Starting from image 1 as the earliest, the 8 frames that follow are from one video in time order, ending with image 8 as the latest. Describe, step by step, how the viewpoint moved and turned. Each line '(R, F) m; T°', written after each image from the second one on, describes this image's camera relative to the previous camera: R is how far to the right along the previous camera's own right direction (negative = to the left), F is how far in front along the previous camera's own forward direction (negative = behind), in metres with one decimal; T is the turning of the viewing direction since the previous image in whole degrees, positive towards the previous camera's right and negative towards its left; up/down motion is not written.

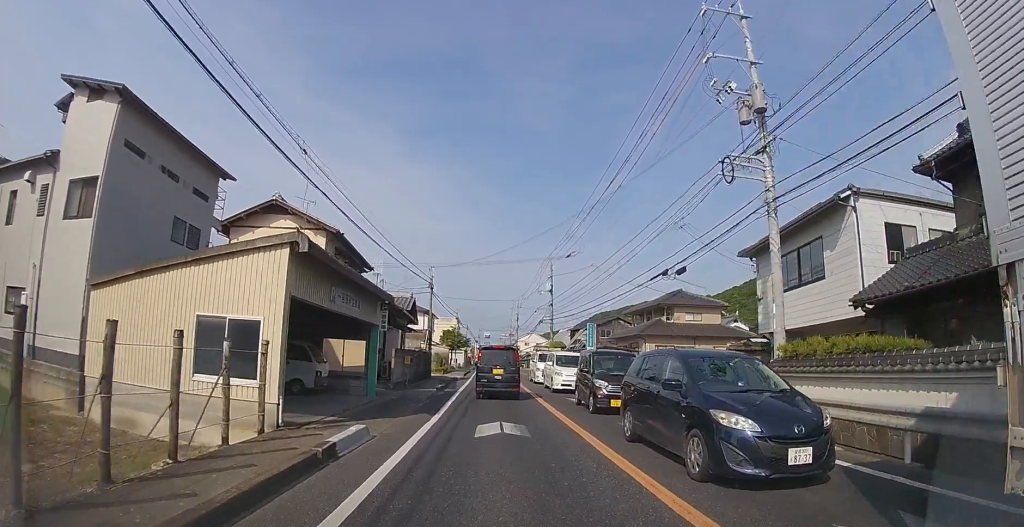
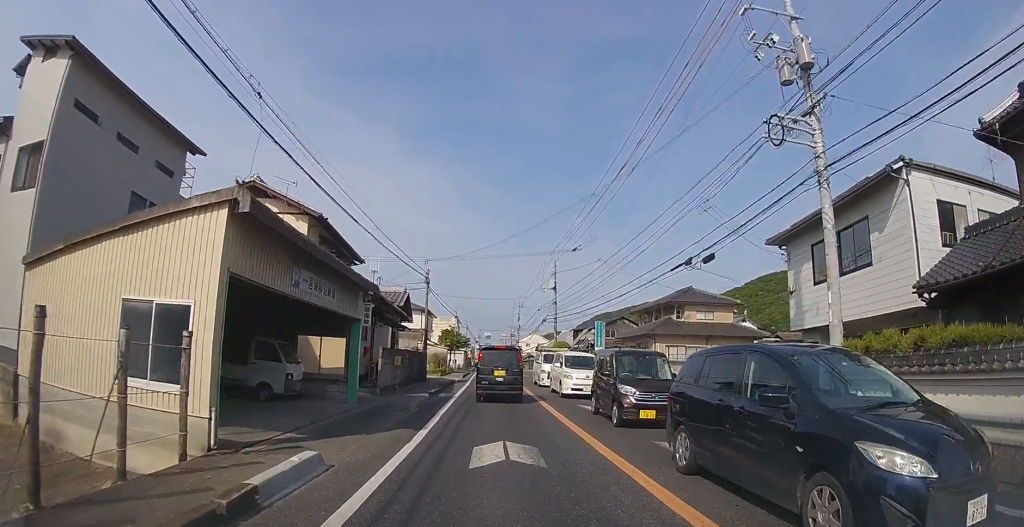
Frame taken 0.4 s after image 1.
(0.0, +2.0) m; -1°
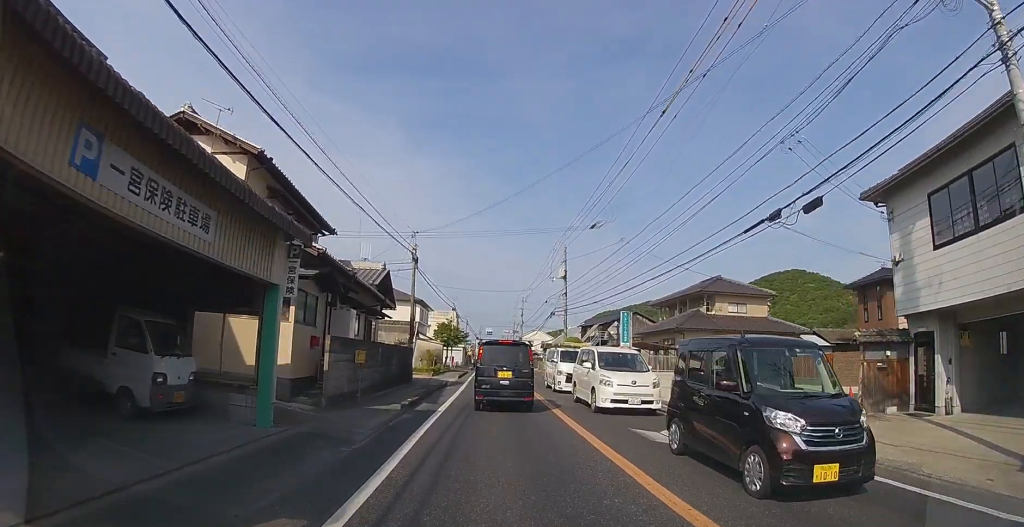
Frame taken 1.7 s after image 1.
(-0.1, +5.0) m; 0°
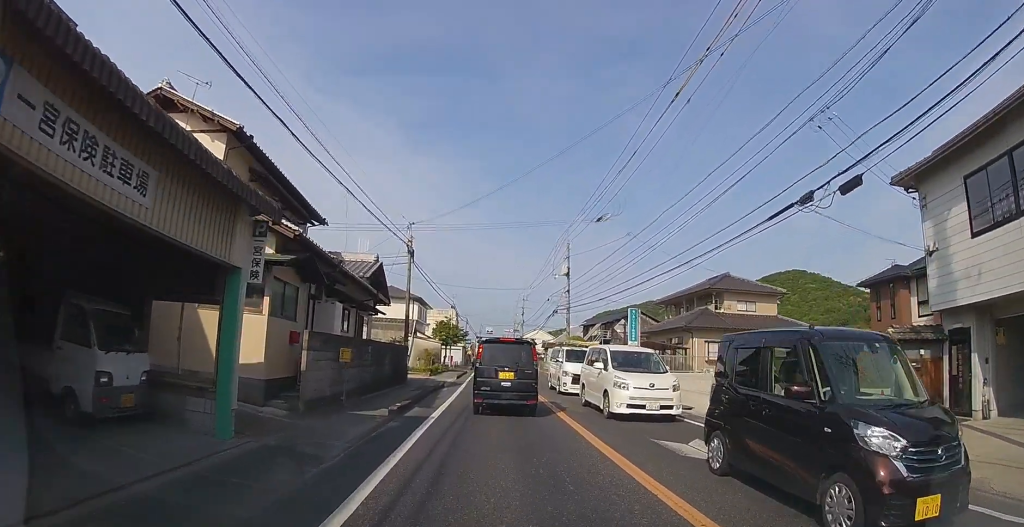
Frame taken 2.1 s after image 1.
(0.0, +1.4) m; +1°
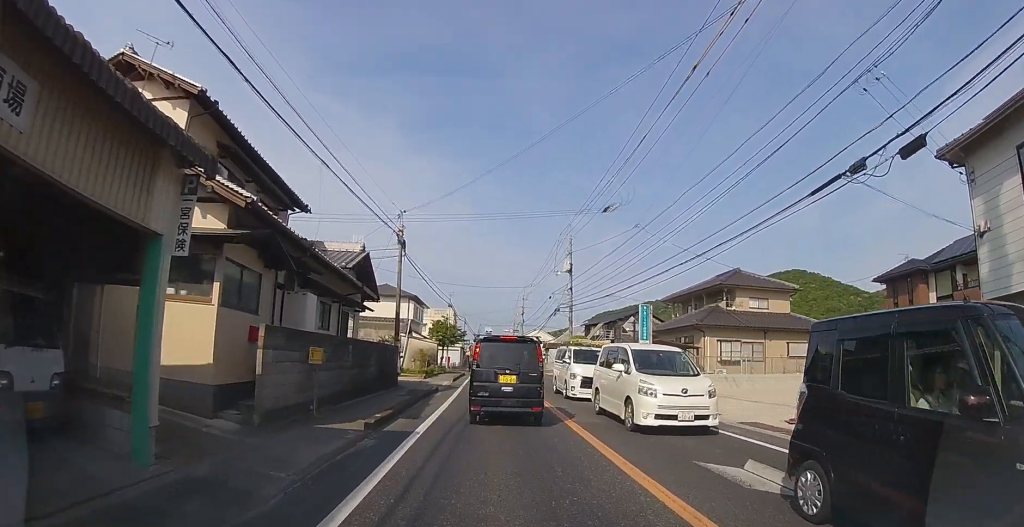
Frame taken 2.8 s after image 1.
(+0.1, +2.1) m; +2°
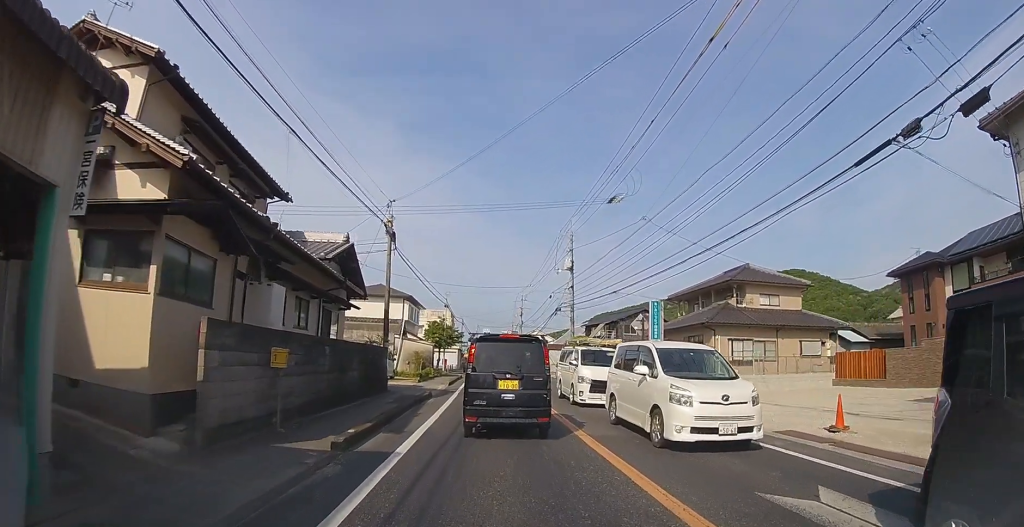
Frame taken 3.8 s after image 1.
(0.0, +1.9) m; -2°
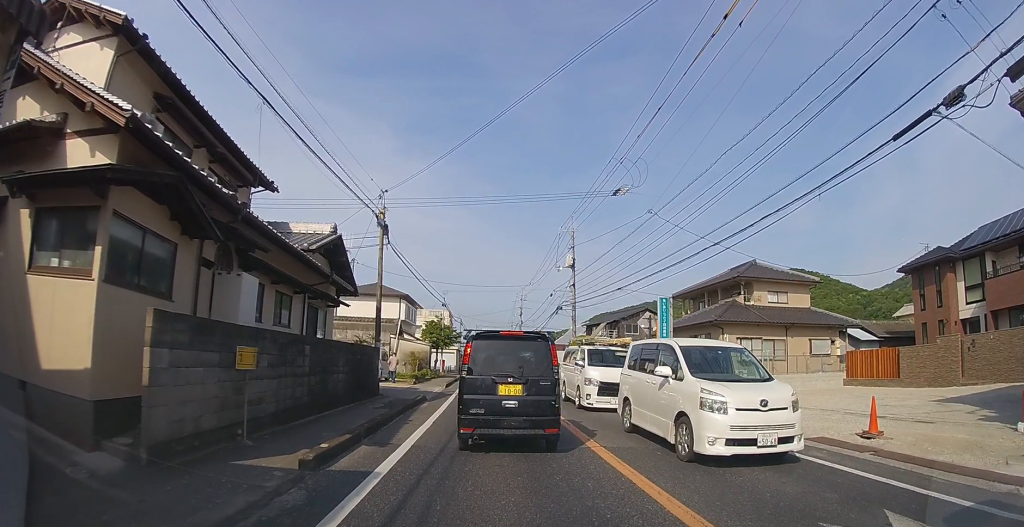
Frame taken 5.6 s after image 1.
(0.0, +1.7) m; 0°
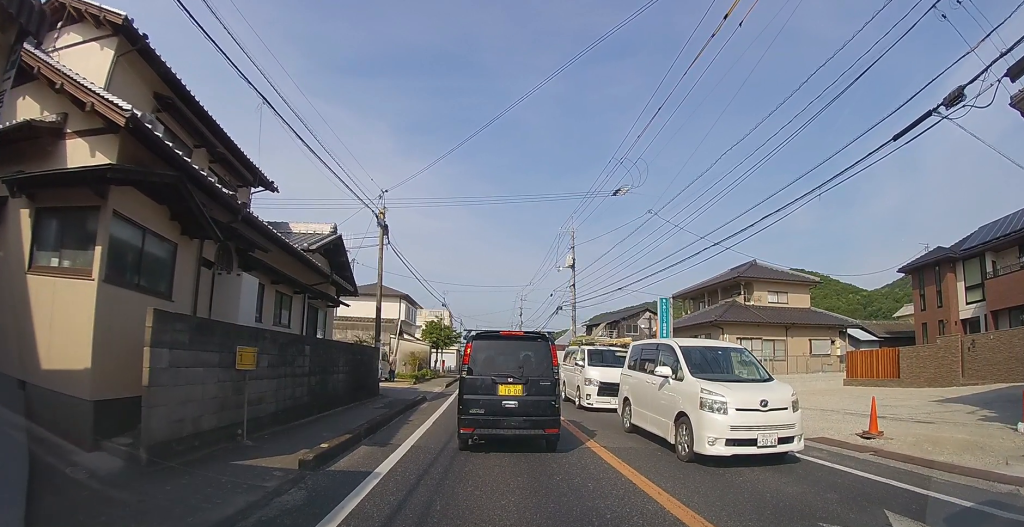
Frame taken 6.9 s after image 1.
(+0.2, +0.4) m; 0°
